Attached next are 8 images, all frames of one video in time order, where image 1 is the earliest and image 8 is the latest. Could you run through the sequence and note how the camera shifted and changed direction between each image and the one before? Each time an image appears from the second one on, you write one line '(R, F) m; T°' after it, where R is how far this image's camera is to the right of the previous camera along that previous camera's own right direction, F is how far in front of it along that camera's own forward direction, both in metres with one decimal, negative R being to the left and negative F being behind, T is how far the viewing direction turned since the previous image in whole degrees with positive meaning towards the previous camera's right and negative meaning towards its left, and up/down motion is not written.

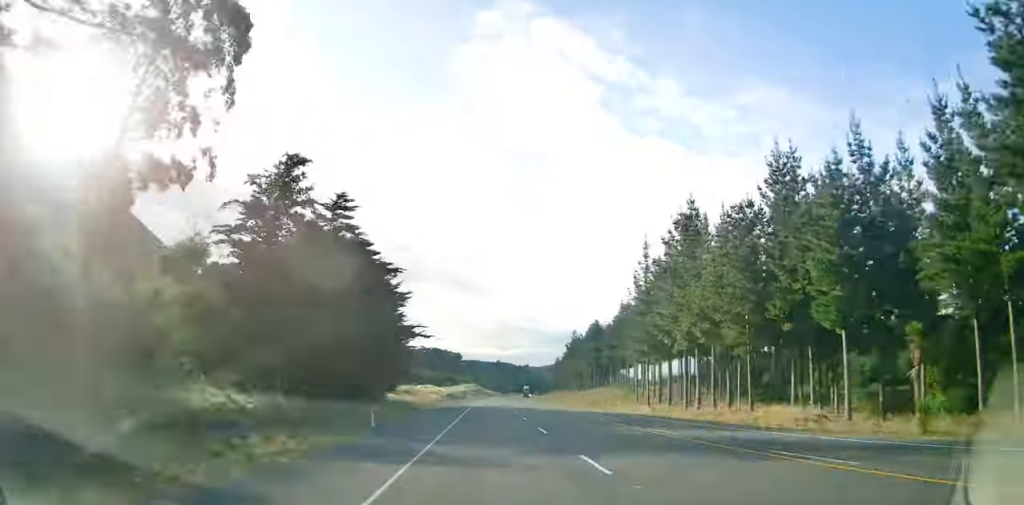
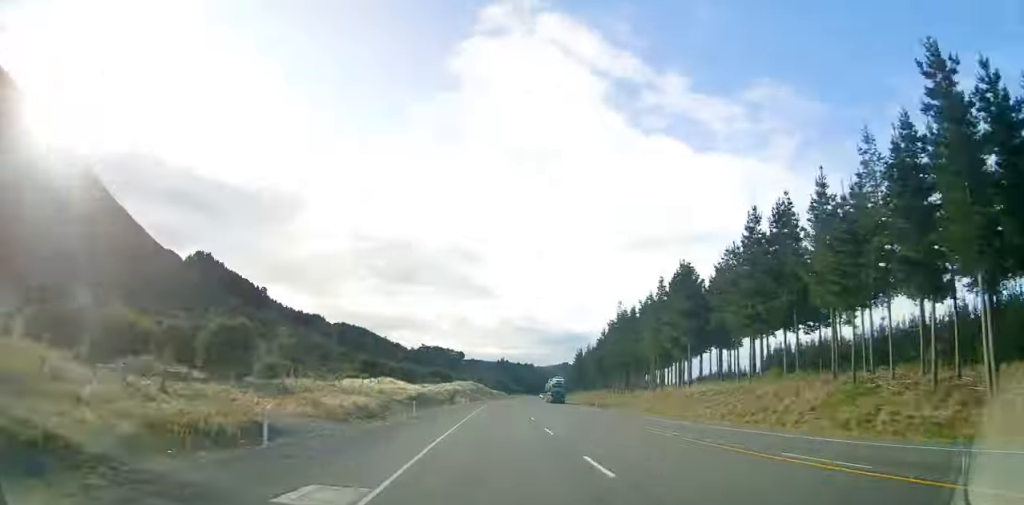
(+1.3, +58.5) m; +1°
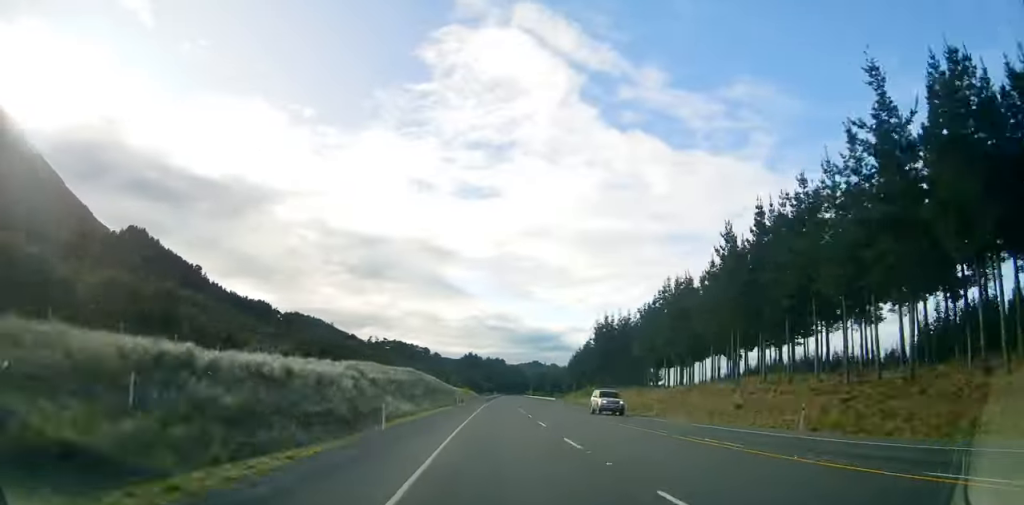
(0.0, +94.2) m; 0°
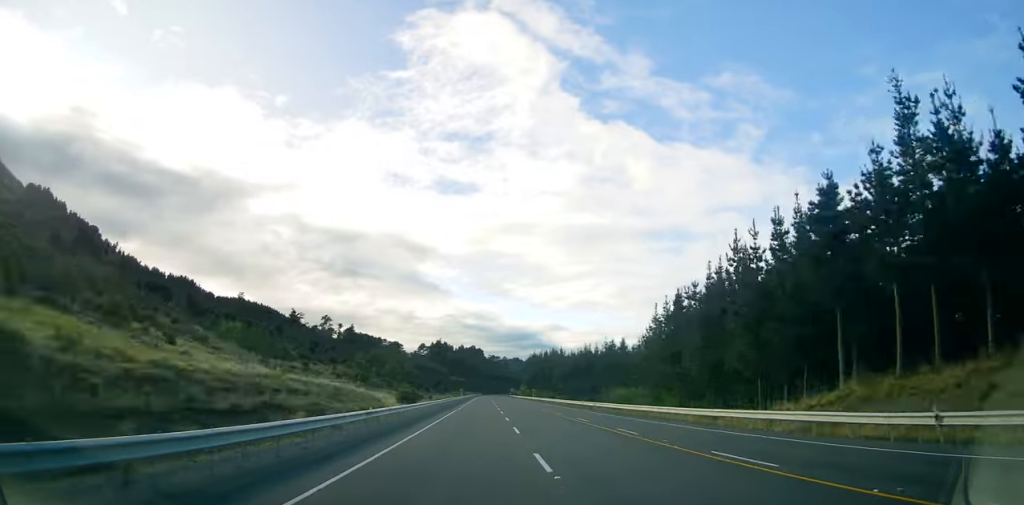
(+0.6, +144.7) m; +1°
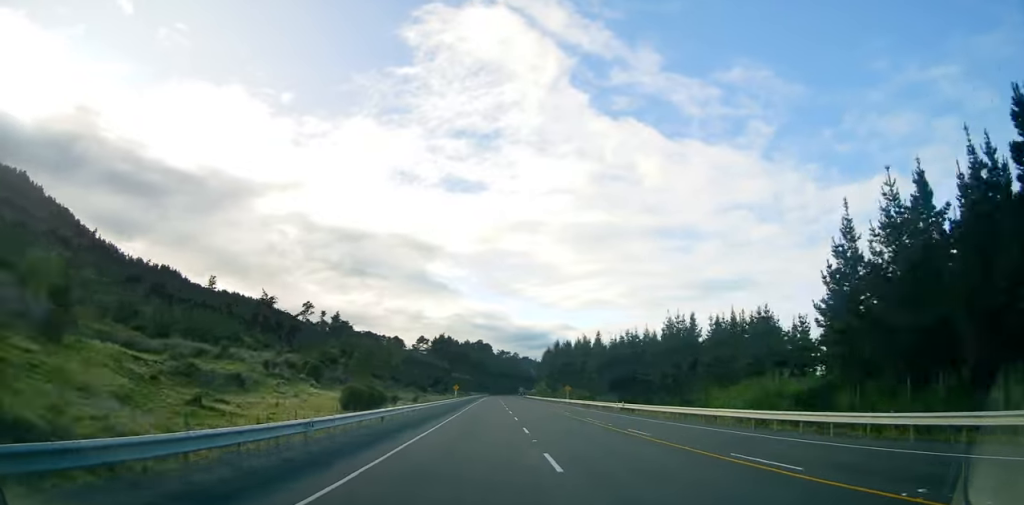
(+1.0, +49.8) m; 0°
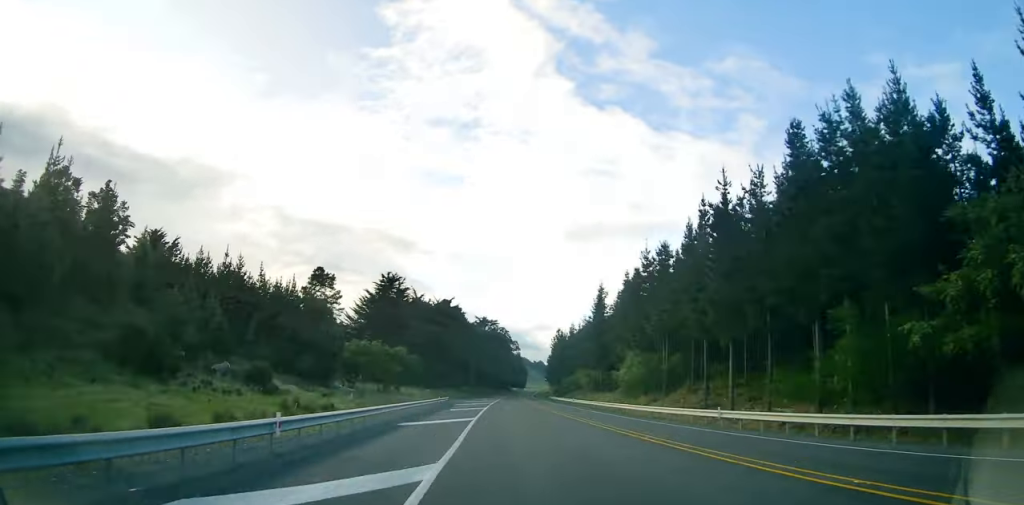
(+1.9, +178.7) m; +3°
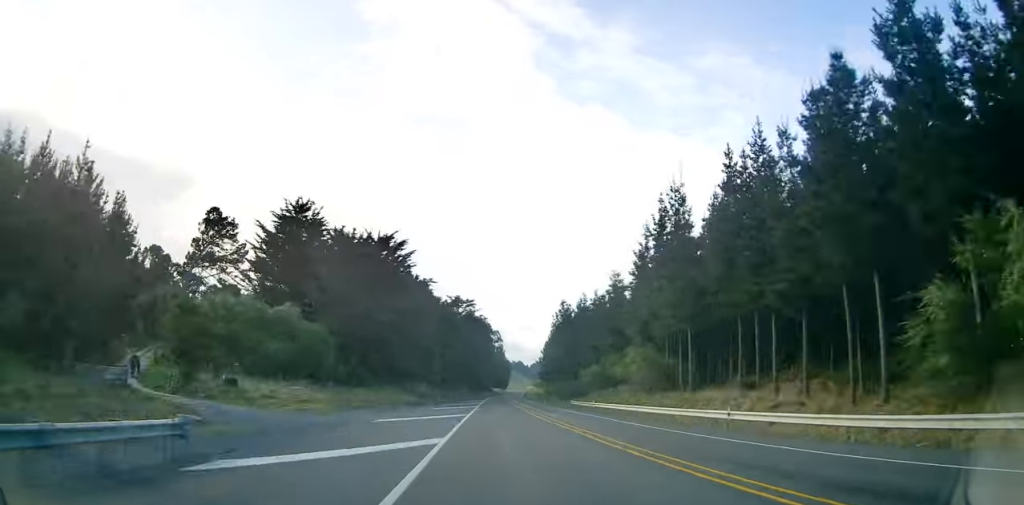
(+1.4, +55.9) m; +2°
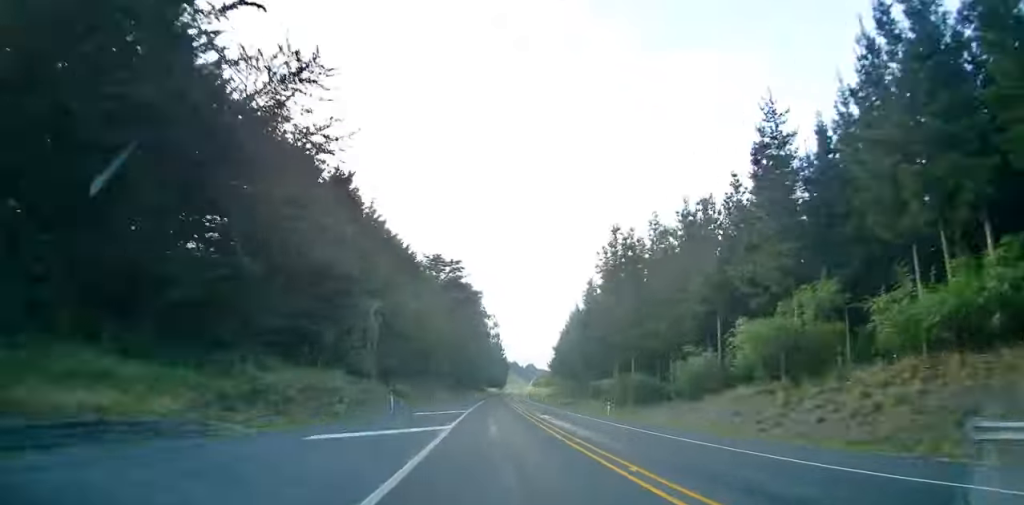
(+0.8, +55.9) m; +1°
